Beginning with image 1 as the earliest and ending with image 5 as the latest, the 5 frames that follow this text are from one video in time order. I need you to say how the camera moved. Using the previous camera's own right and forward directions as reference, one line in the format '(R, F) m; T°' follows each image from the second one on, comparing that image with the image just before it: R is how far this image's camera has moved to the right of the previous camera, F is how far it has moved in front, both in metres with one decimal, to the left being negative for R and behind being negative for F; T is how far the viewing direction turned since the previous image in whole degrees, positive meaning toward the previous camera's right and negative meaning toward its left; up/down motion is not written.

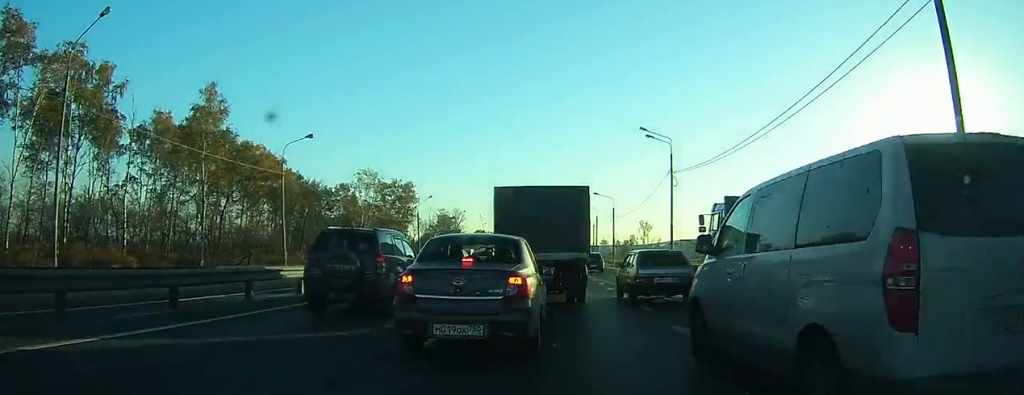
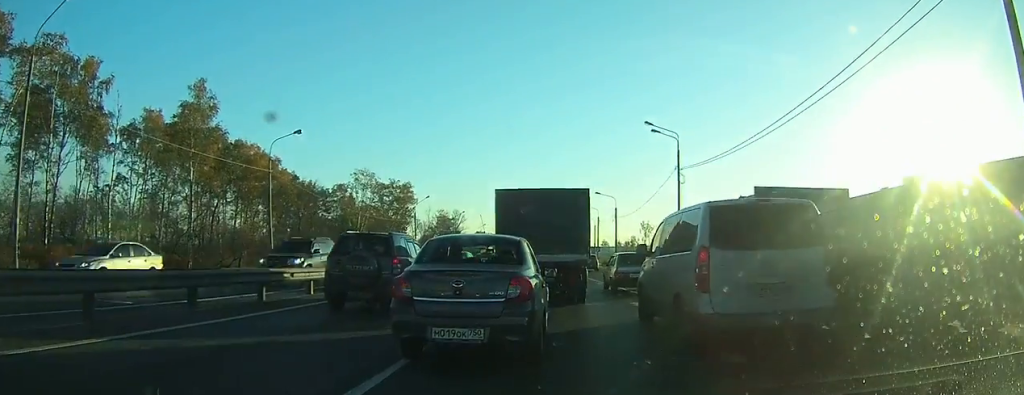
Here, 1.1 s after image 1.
(0.0, +2.9) m; 0°
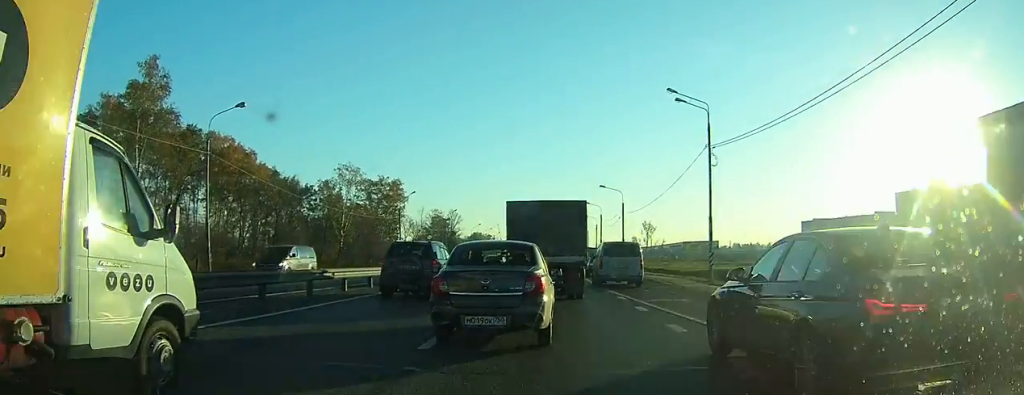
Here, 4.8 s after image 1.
(+0.1, +9.8) m; +2°
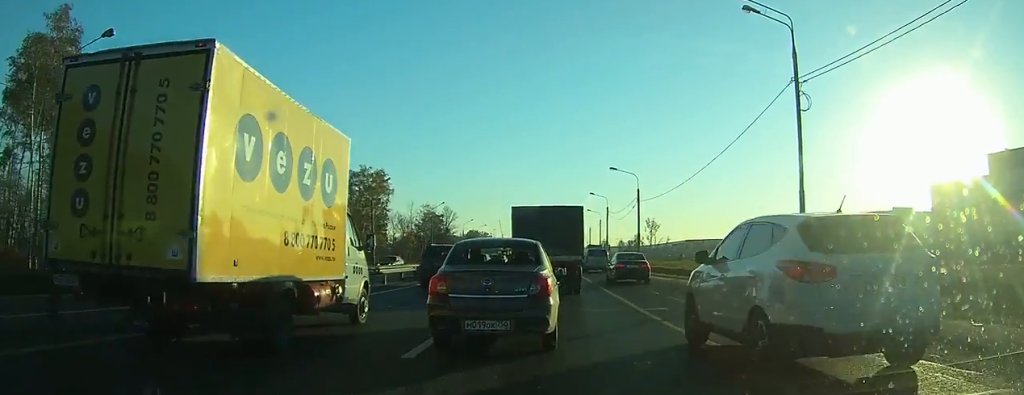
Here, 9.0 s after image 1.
(-0.1, +12.2) m; 0°
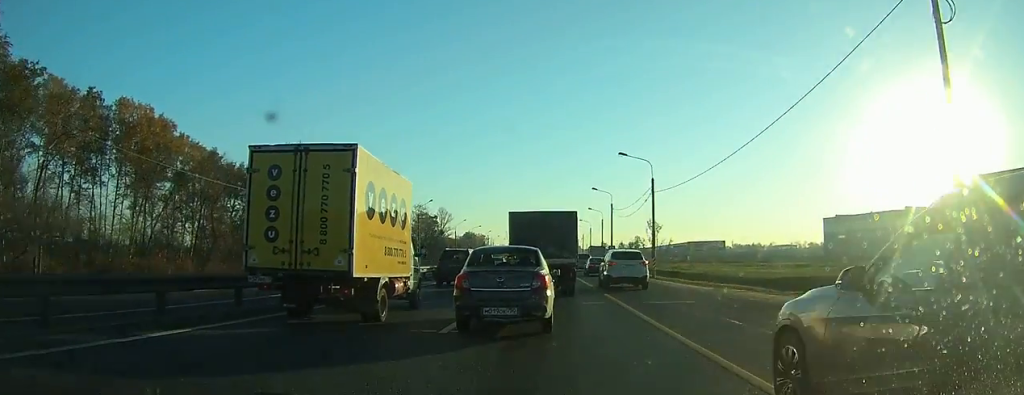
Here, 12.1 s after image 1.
(+0.2, +10.5) m; +1°
